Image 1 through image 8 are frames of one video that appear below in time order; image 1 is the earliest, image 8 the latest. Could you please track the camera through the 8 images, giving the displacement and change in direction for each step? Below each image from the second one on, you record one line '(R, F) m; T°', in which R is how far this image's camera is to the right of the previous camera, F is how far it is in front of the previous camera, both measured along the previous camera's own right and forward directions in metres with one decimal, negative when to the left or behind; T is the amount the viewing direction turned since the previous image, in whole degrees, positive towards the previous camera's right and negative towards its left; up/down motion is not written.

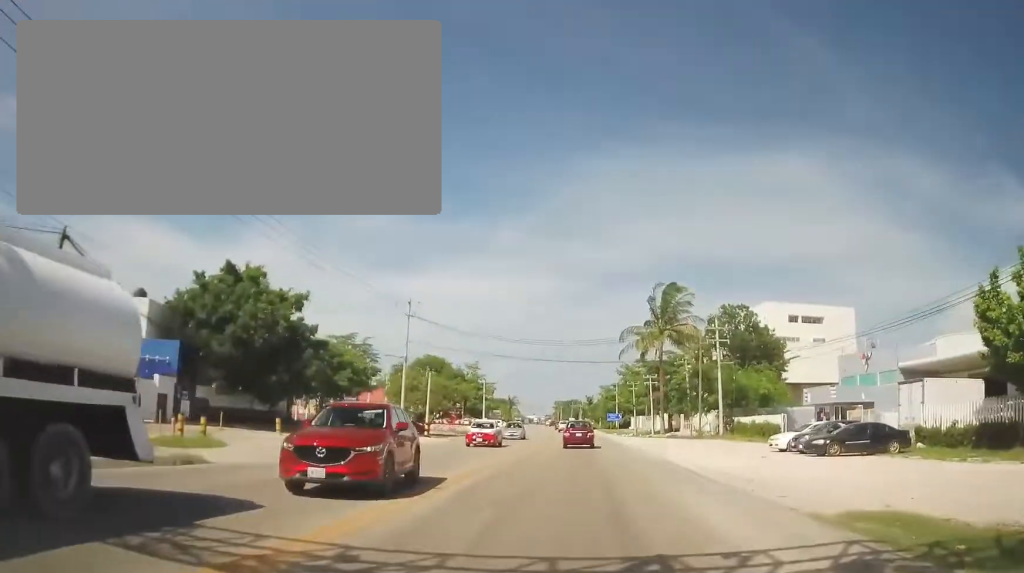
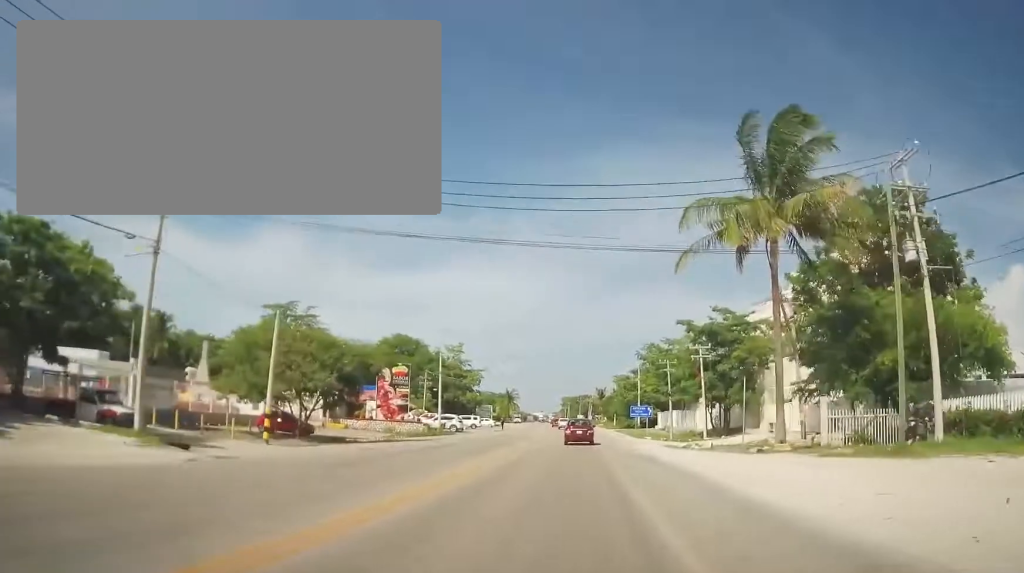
(-0.8, +33.6) m; -1°
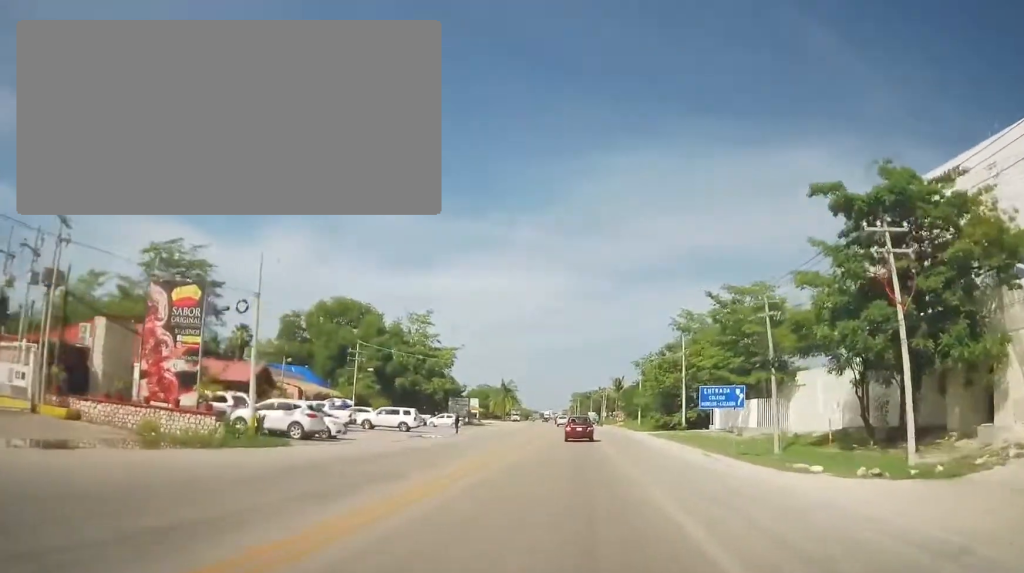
(+0.4, +36.9) m; -1°
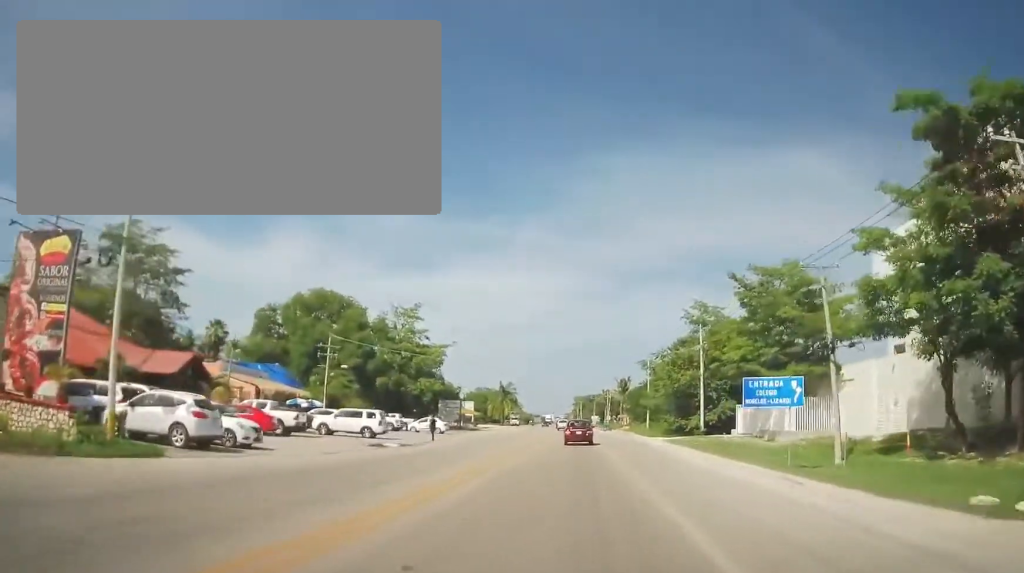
(-0.4, +8.9) m; 0°
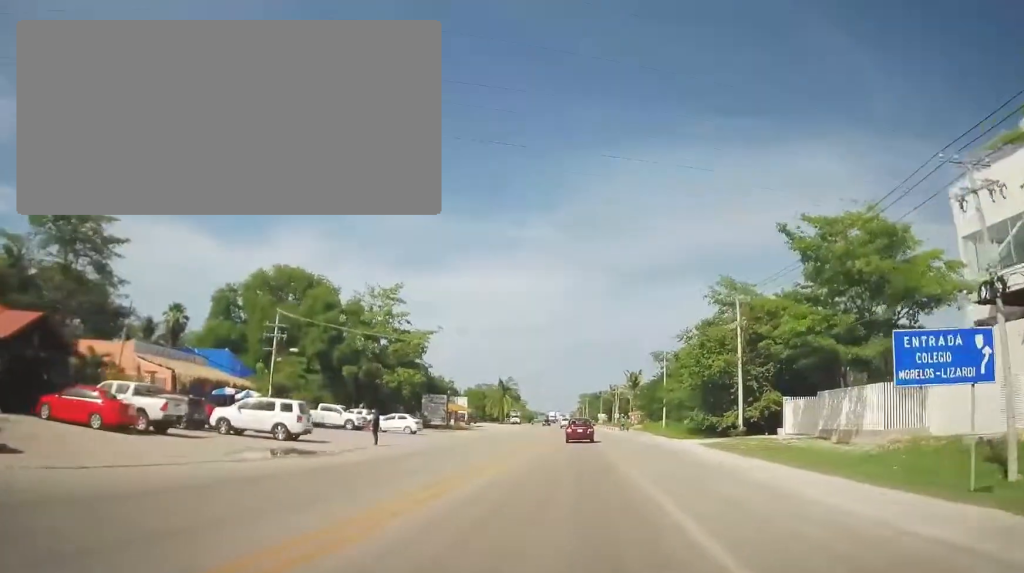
(0.0, +12.5) m; 0°
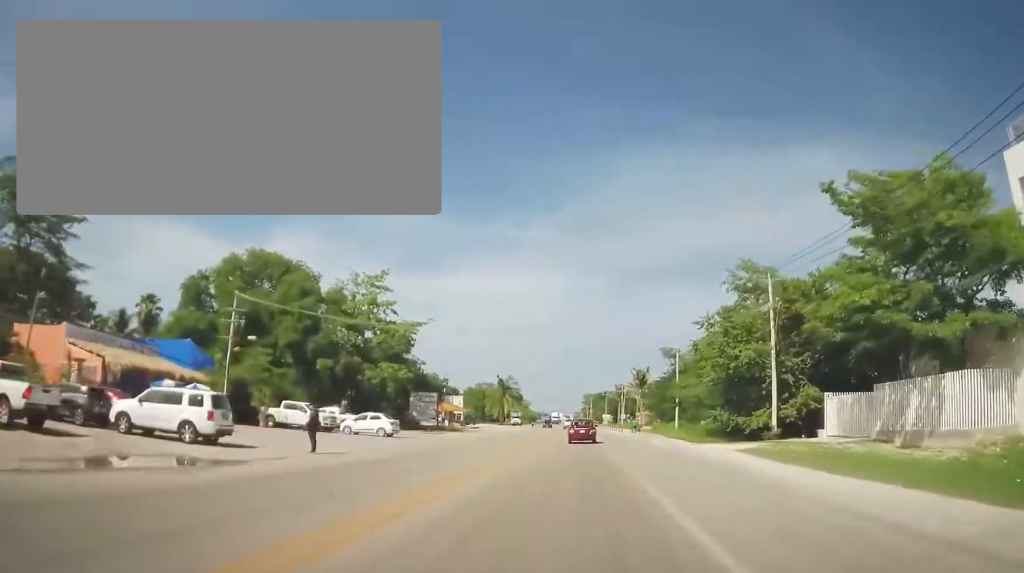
(+0.2, +7.4) m; +1°
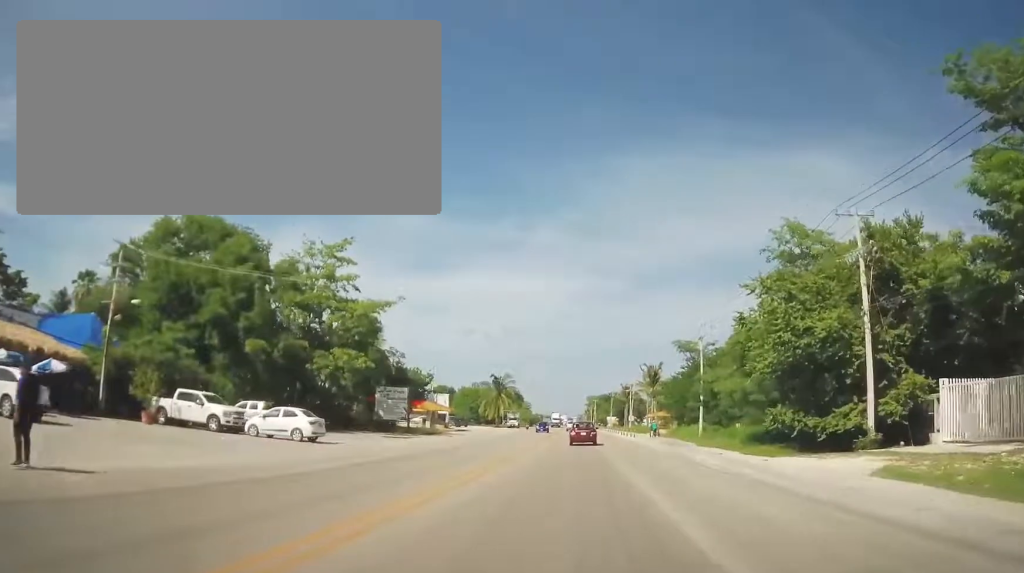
(-0.1, +12.9) m; -1°
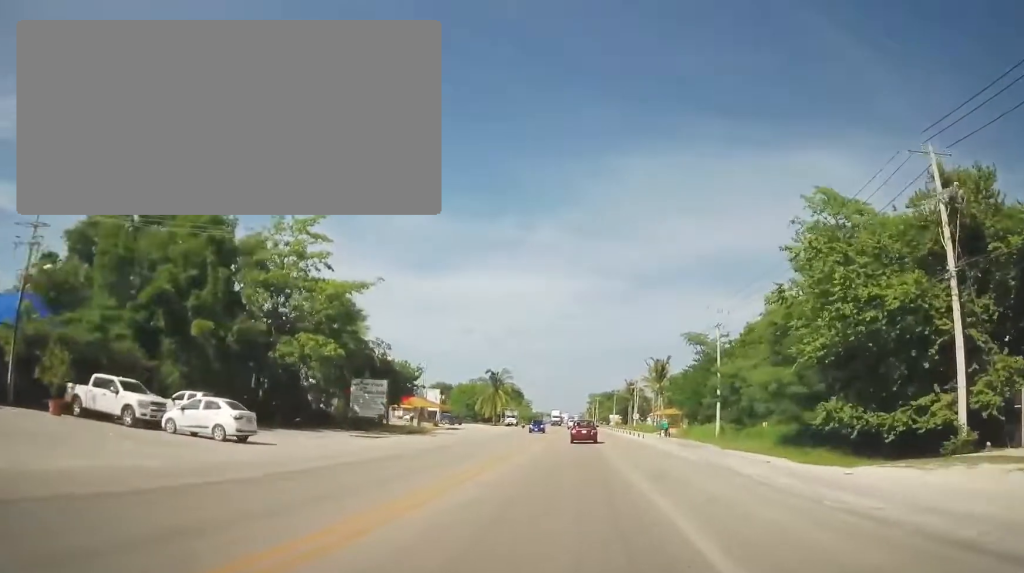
(0.0, +6.7) m; -1°
